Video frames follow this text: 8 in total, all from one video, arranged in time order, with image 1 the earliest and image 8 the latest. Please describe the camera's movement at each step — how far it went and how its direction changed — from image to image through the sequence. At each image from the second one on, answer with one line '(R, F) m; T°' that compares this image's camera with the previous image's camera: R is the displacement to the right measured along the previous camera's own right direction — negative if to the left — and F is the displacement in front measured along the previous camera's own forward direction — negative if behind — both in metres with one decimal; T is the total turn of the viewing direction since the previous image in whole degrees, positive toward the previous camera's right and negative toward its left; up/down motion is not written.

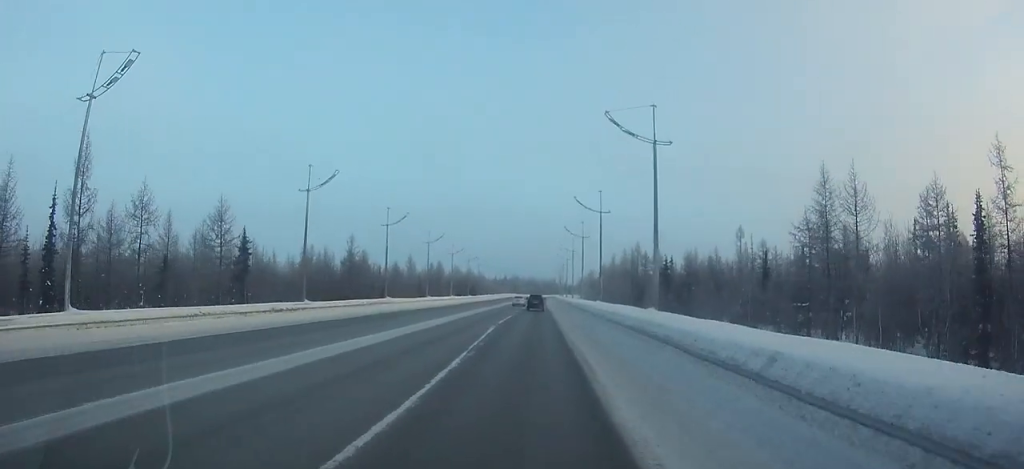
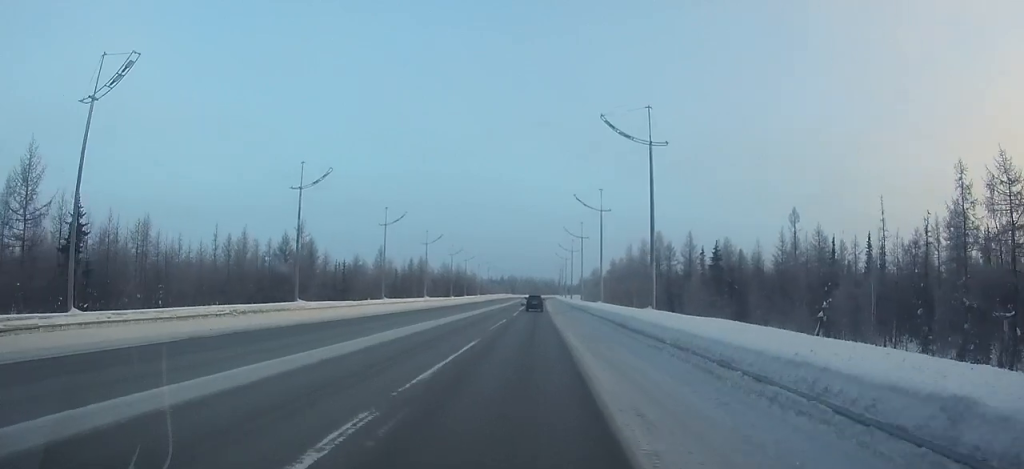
(0.0, +25.5) m; 0°
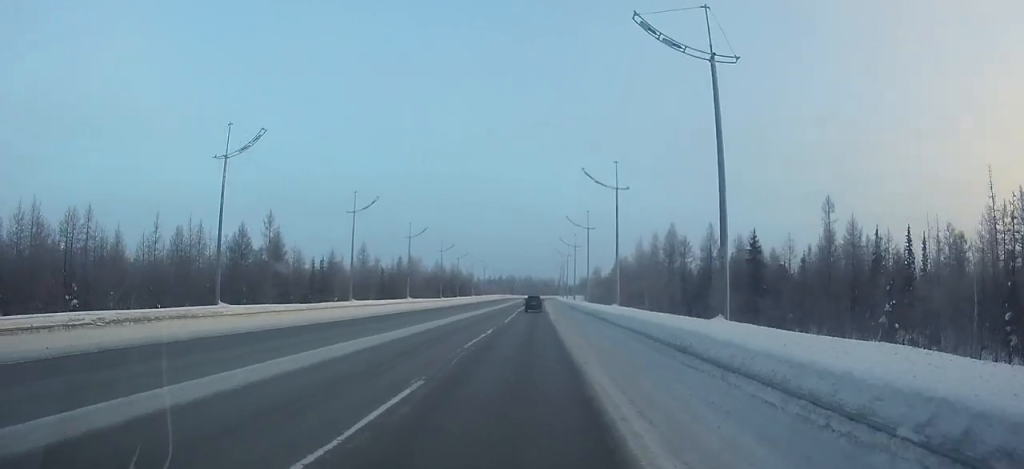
(0.0, +11.3) m; 0°
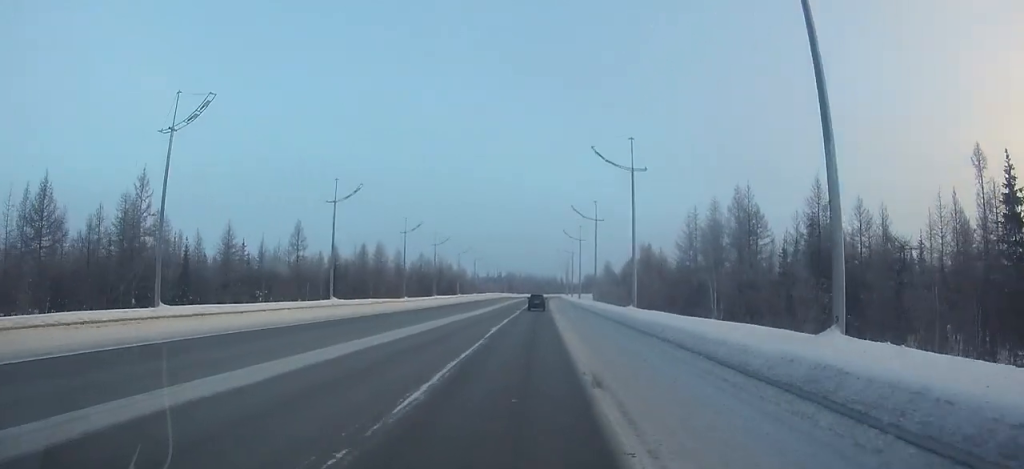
(0.0, +30.8) m; 0°
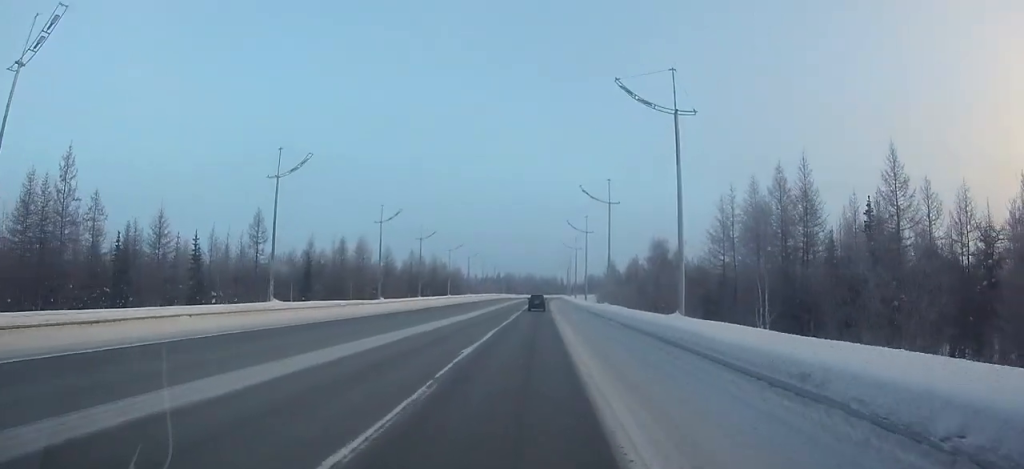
(0.0, +11.8) m; 0°
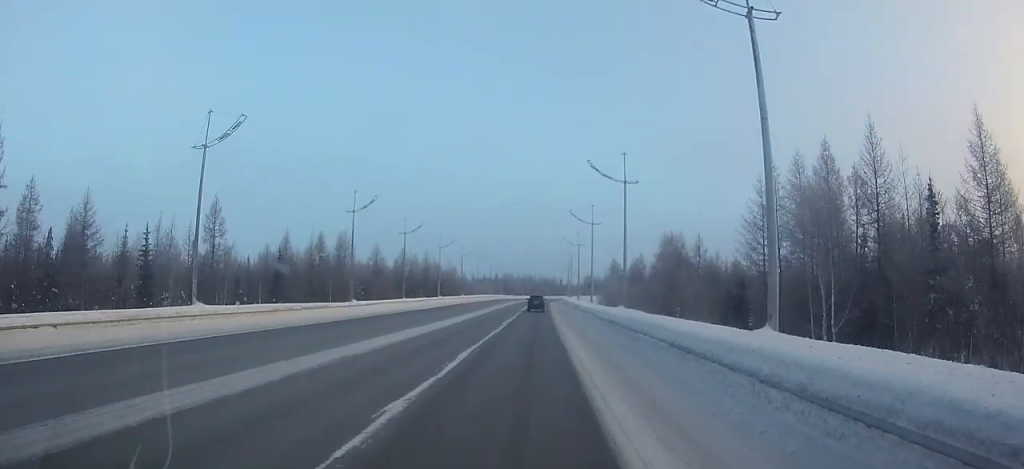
(0.0, +9.7) m; 0°
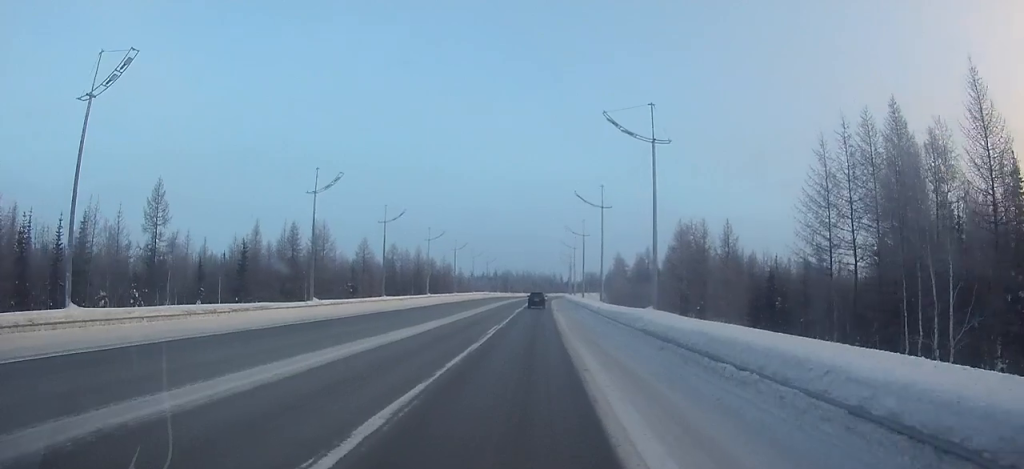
(0.0, +10.2) m; 0°
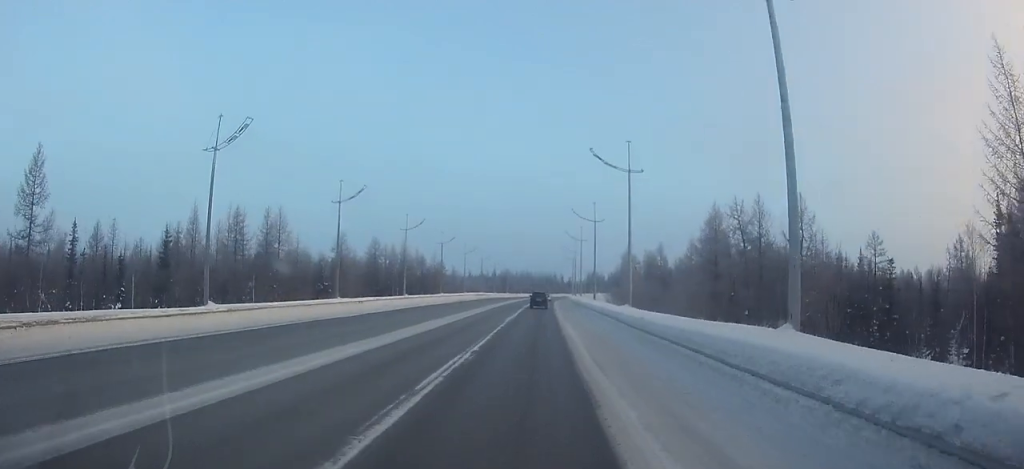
(0.0, +16.1) m; 0°
